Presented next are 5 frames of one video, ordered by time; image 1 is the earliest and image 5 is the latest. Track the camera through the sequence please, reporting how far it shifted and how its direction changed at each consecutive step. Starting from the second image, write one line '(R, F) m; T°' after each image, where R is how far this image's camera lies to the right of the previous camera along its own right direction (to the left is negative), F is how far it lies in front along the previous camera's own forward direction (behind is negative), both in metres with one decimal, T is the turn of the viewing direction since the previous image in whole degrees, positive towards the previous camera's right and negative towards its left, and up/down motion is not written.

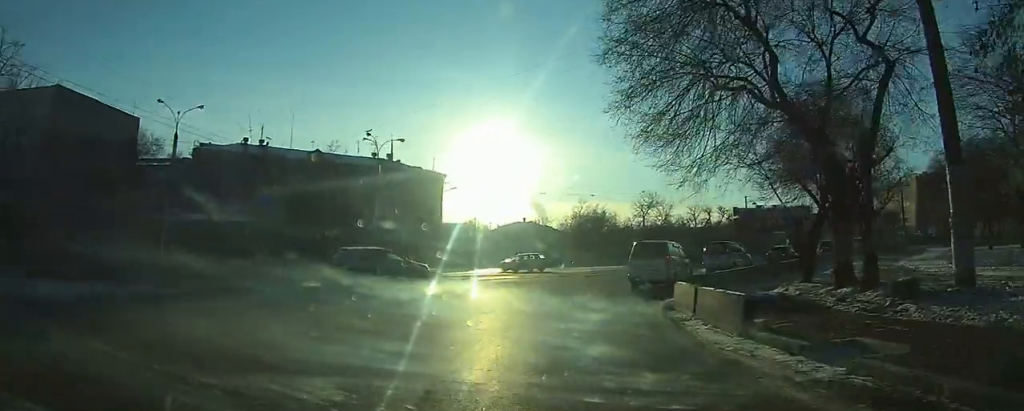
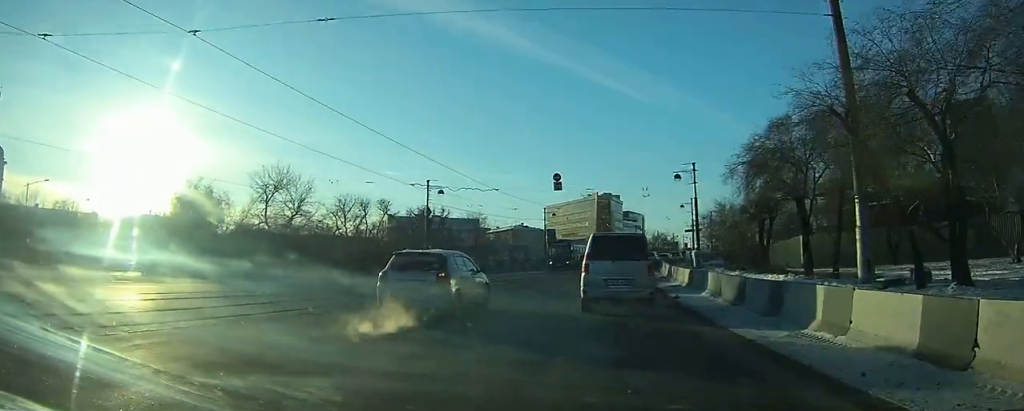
(+5.2, +34.4) m; +23°
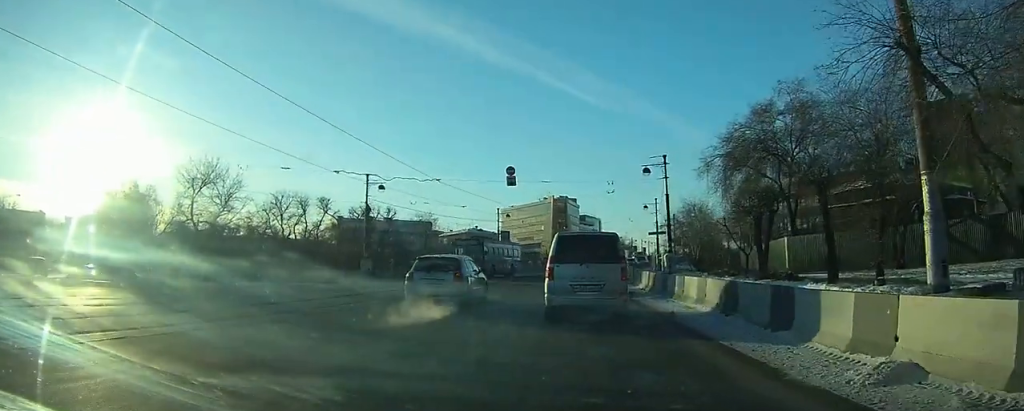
(+0.7, +6.7) m; +6°
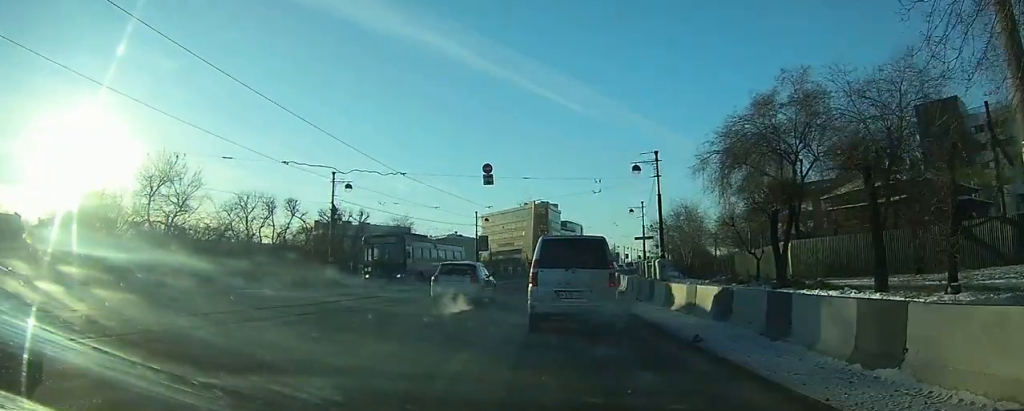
(0.0, +4.4) m; 0°
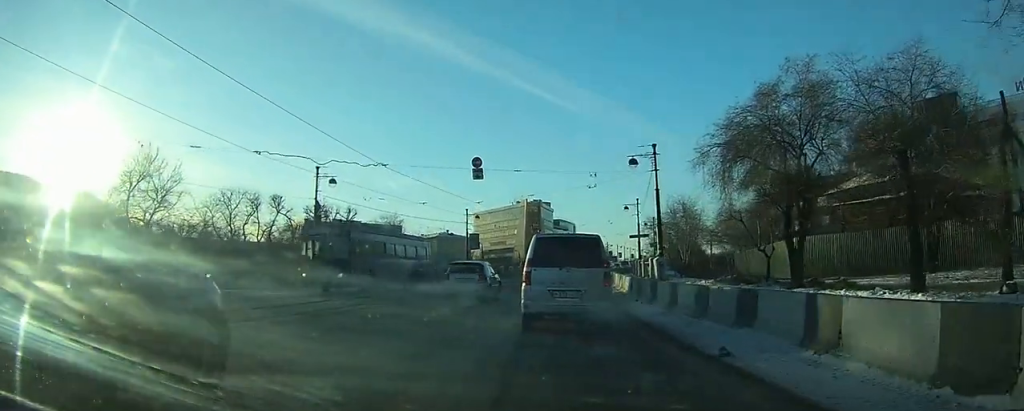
(0.0, +2.1) m; +1°
